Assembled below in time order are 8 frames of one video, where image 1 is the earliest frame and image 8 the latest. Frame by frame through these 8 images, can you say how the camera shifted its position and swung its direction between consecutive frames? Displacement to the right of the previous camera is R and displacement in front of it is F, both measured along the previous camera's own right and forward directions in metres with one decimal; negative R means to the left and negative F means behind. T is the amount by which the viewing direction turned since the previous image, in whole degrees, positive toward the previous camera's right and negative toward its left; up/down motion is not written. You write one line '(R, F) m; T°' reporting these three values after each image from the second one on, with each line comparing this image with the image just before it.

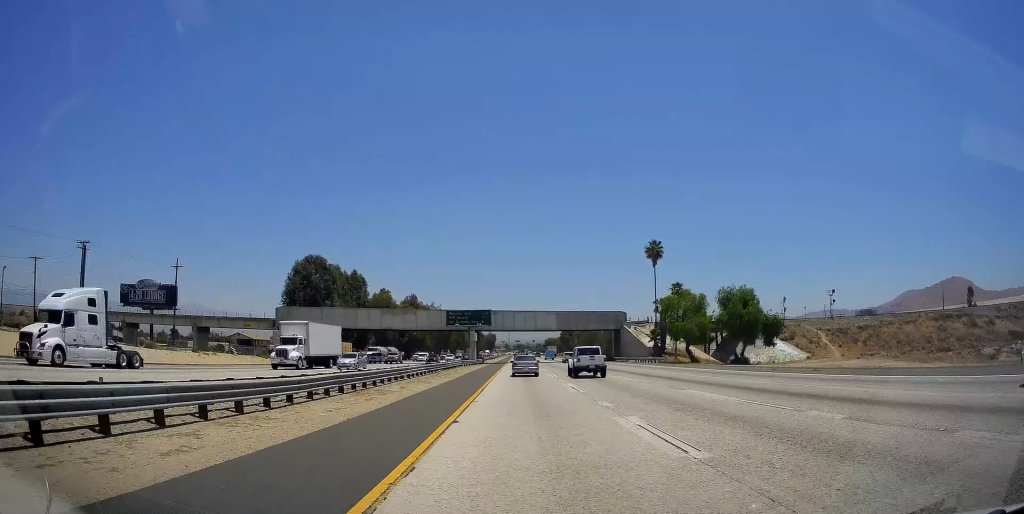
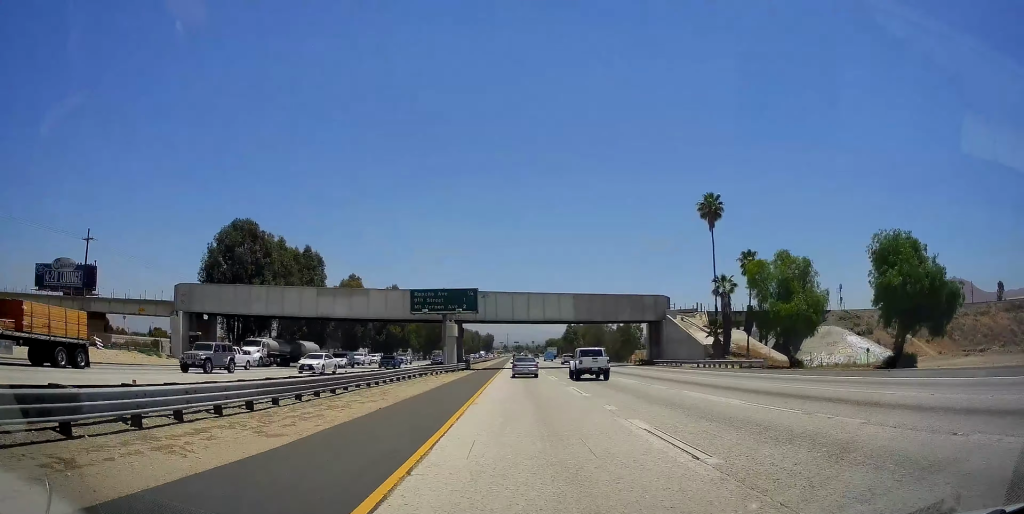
(0.0, +30.3) m; 0°
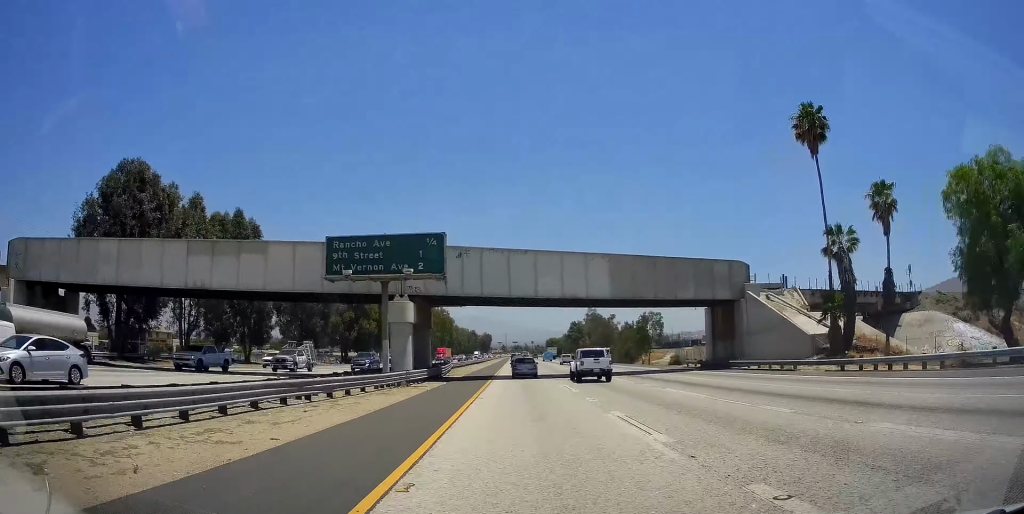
(+0.1, +26.3) m; 0°
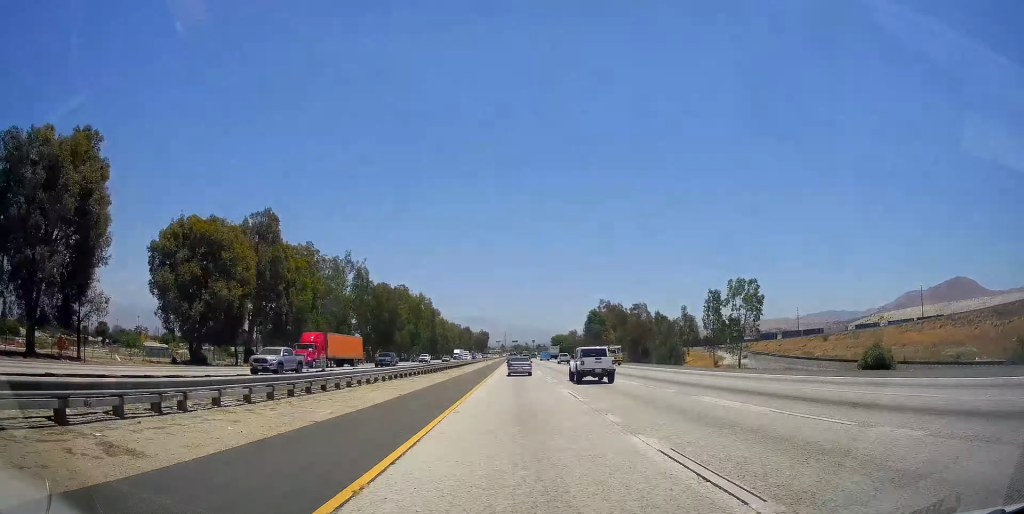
(+0.4, +64.3) m; 0°
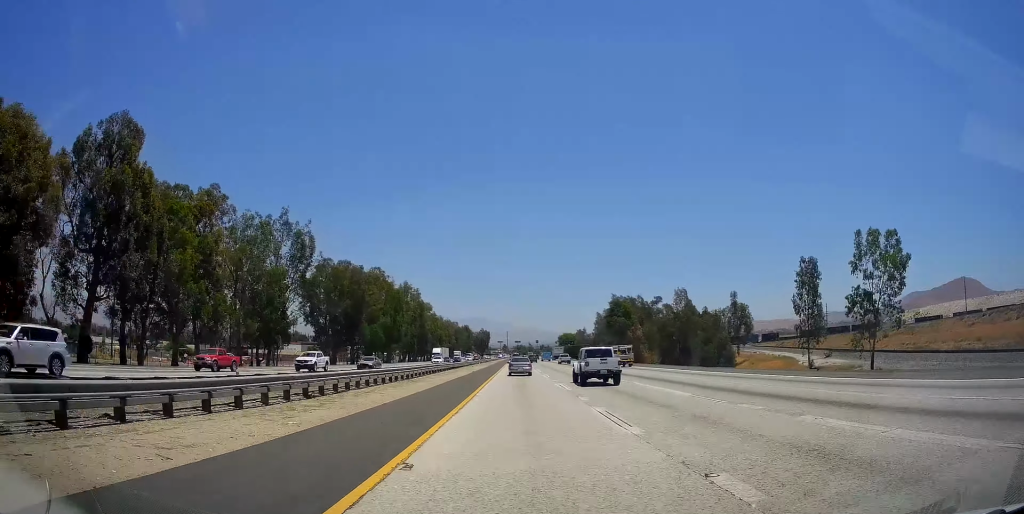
(0.0, +37.6) m; 0°
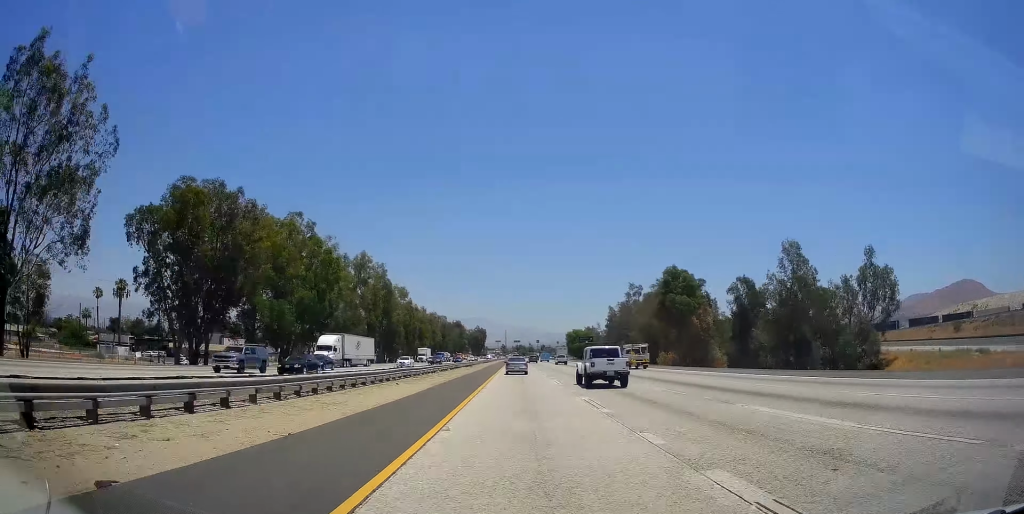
(-0.3, +53.9) m; -1°
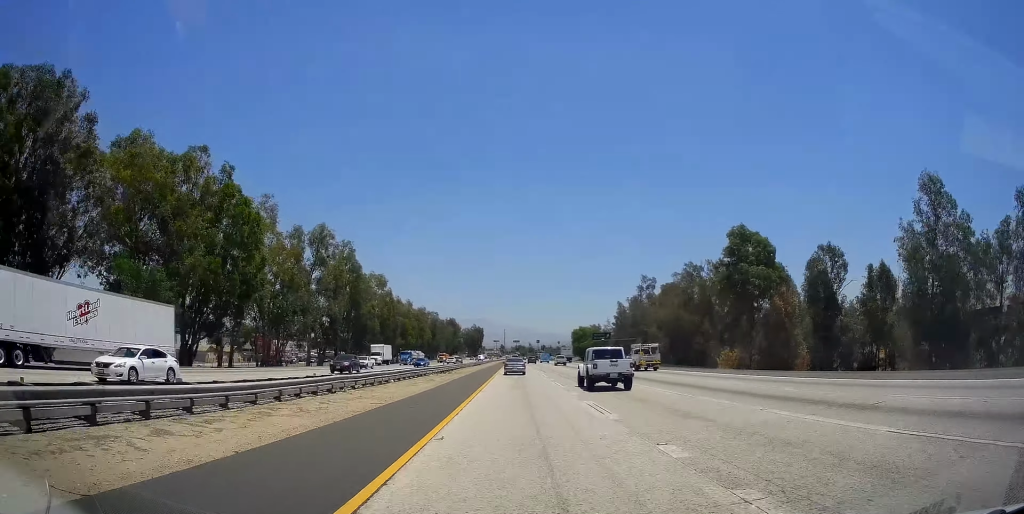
(-0.1, +31.1) m; 0°
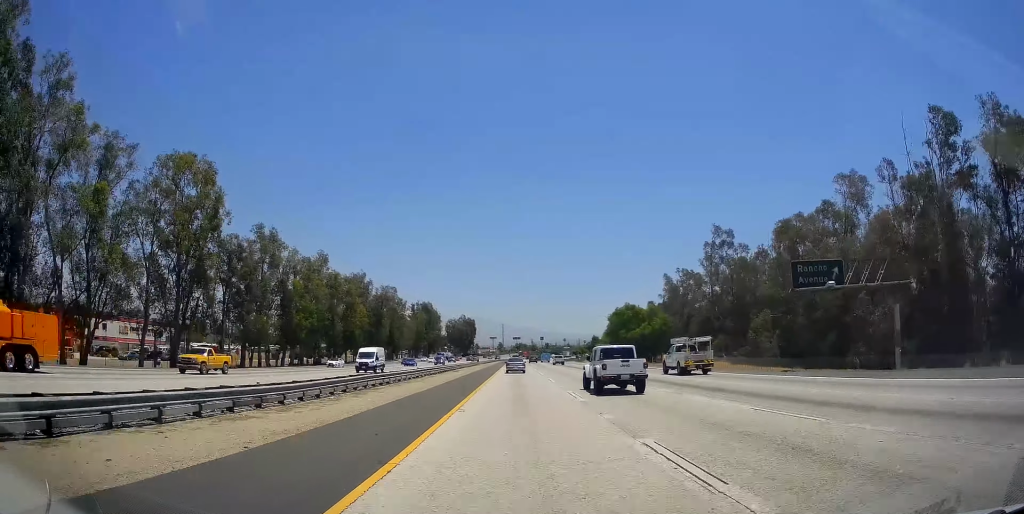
(+0.1, +96.1) m; +1°
